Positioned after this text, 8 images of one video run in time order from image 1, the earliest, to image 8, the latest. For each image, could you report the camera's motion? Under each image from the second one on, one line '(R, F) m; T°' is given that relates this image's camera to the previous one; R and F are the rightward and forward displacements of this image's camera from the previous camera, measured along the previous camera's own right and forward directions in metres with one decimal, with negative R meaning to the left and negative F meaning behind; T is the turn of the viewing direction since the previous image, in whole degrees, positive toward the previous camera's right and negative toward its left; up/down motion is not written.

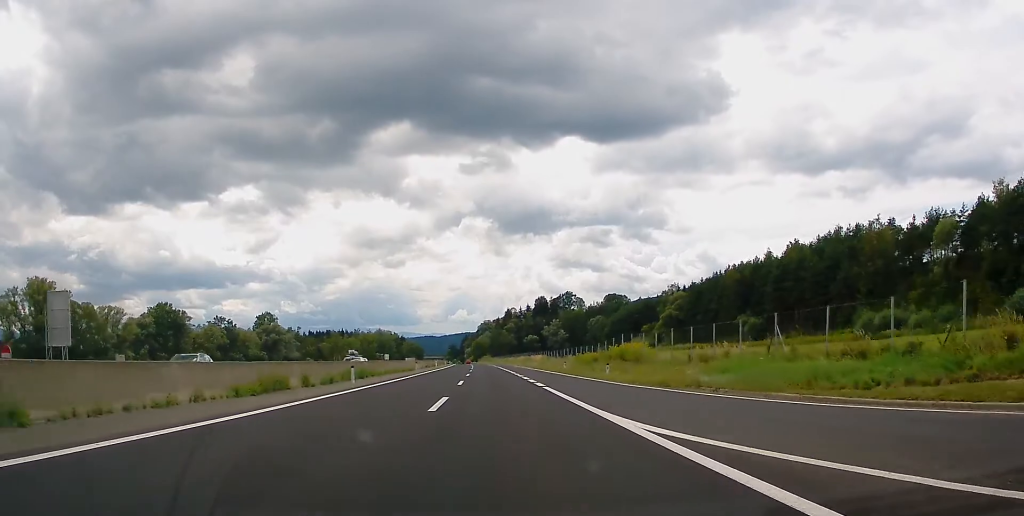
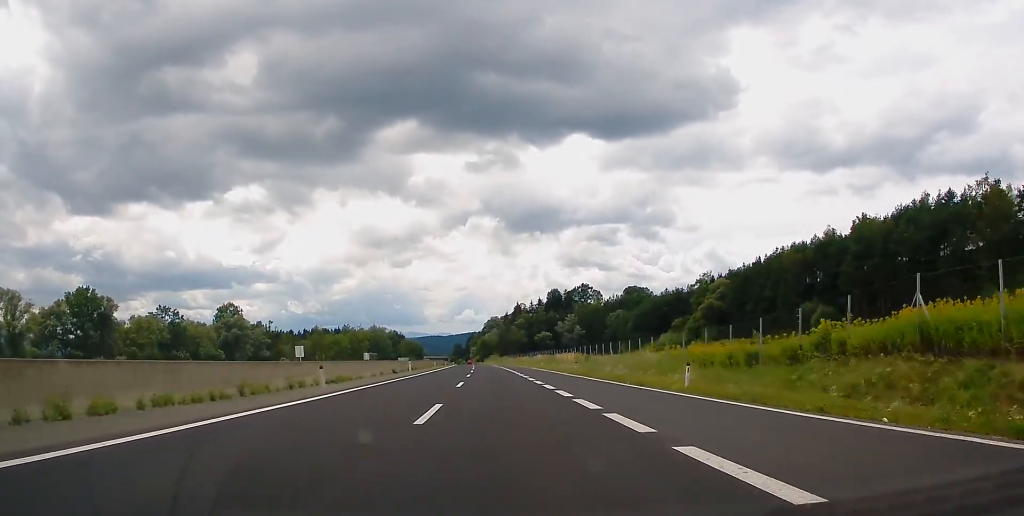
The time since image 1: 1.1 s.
(-1.1, +40.1) m; -1°
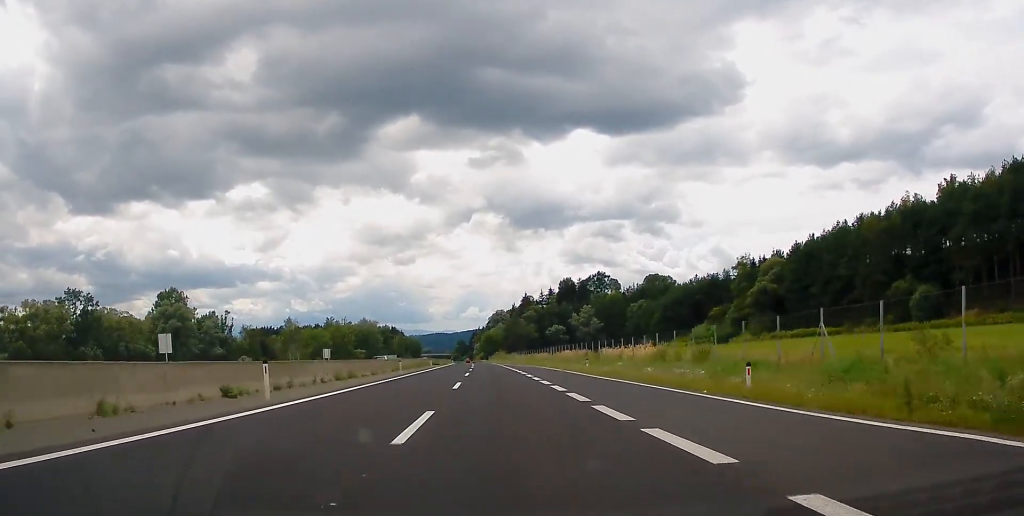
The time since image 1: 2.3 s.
(+0.4, +39.5) m; 0°
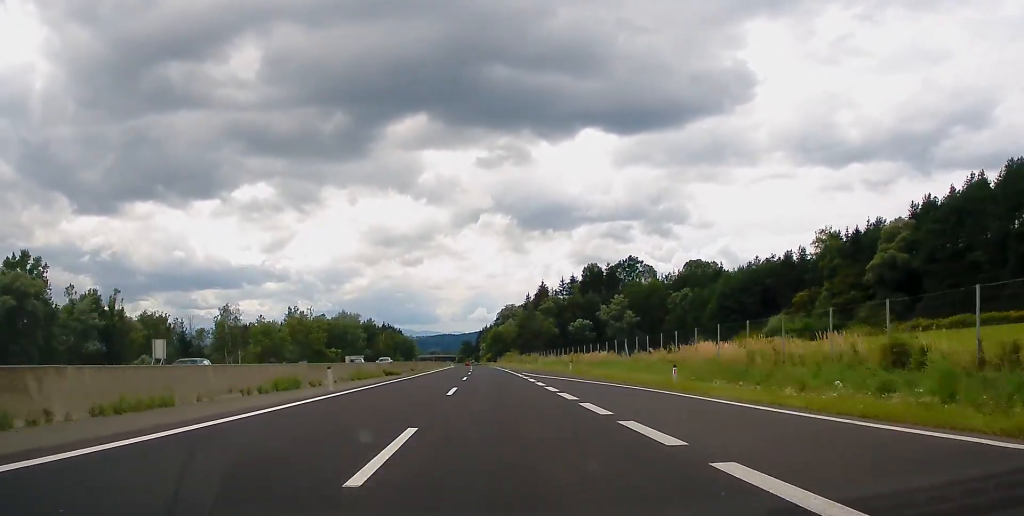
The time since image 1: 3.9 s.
(-0.7, +57.3) m; -1°
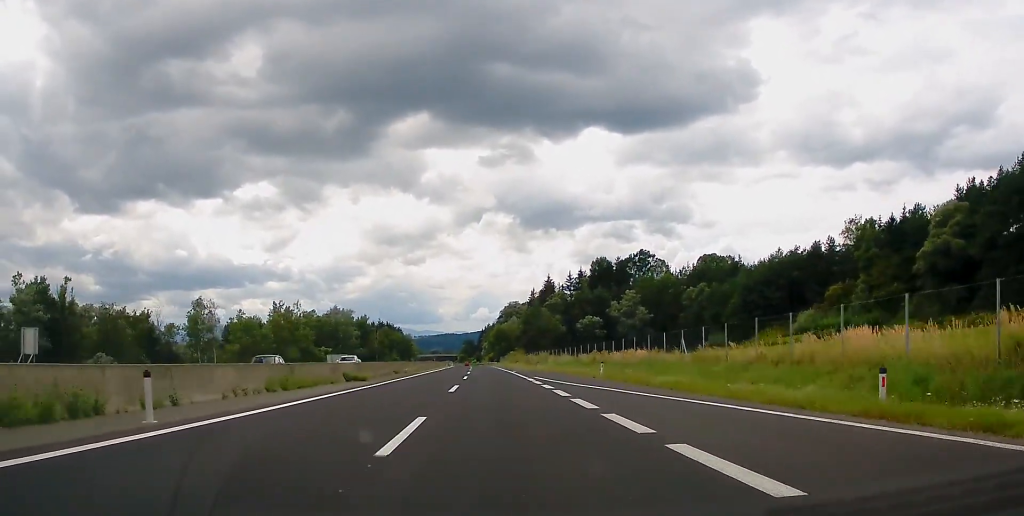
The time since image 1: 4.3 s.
(0.0, +16.0) m; 0°
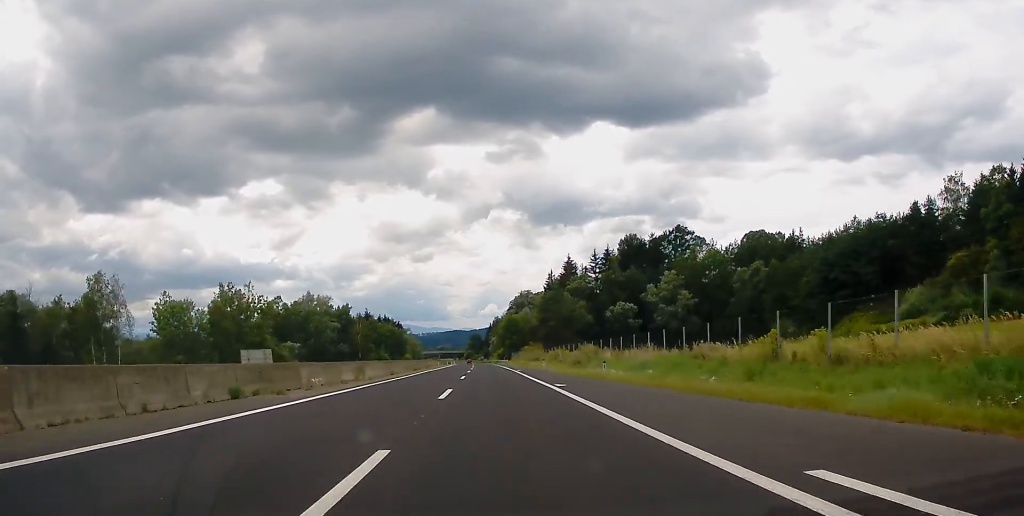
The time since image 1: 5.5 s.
(0.0, +41.7) m; 0°
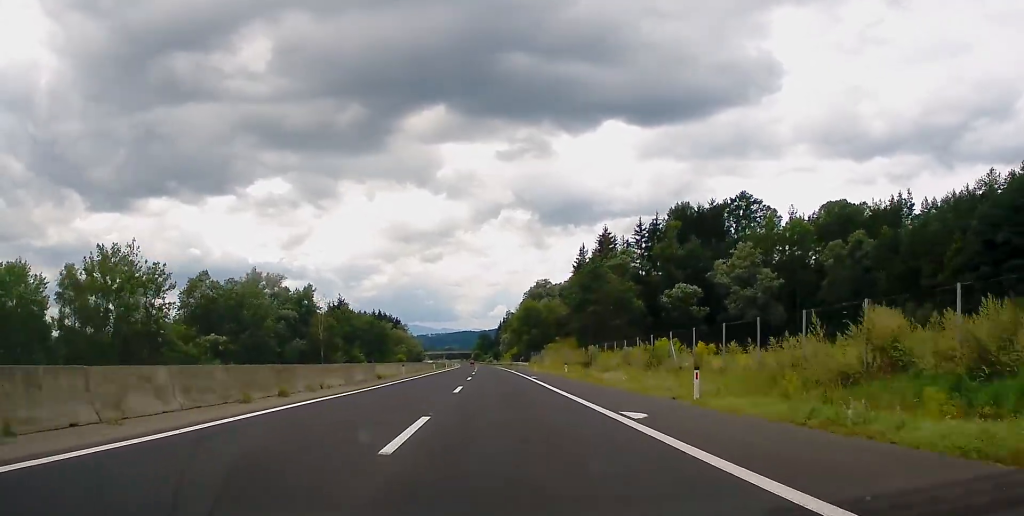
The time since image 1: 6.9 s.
(-0.4, +49.9) m; -1°
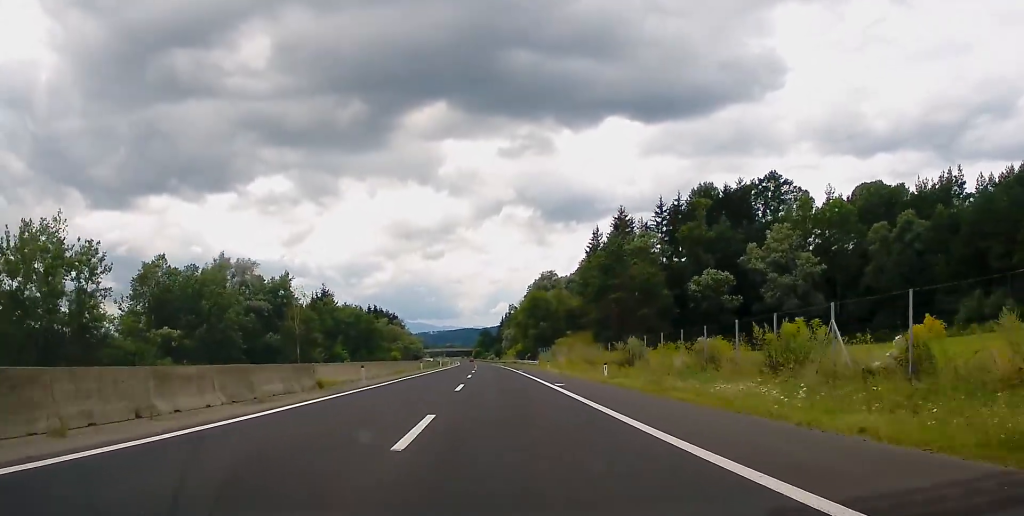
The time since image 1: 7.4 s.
(-0.1, +17.5) m; 0°
